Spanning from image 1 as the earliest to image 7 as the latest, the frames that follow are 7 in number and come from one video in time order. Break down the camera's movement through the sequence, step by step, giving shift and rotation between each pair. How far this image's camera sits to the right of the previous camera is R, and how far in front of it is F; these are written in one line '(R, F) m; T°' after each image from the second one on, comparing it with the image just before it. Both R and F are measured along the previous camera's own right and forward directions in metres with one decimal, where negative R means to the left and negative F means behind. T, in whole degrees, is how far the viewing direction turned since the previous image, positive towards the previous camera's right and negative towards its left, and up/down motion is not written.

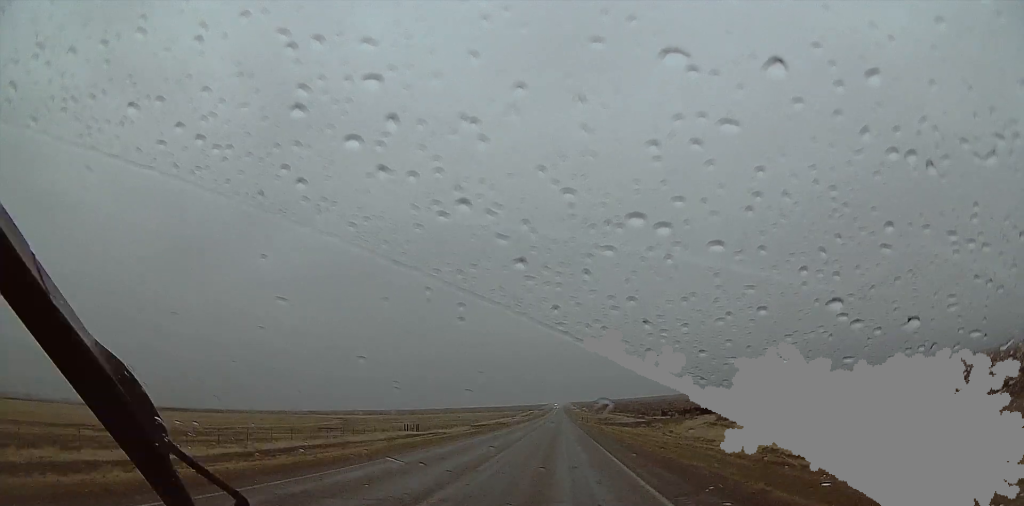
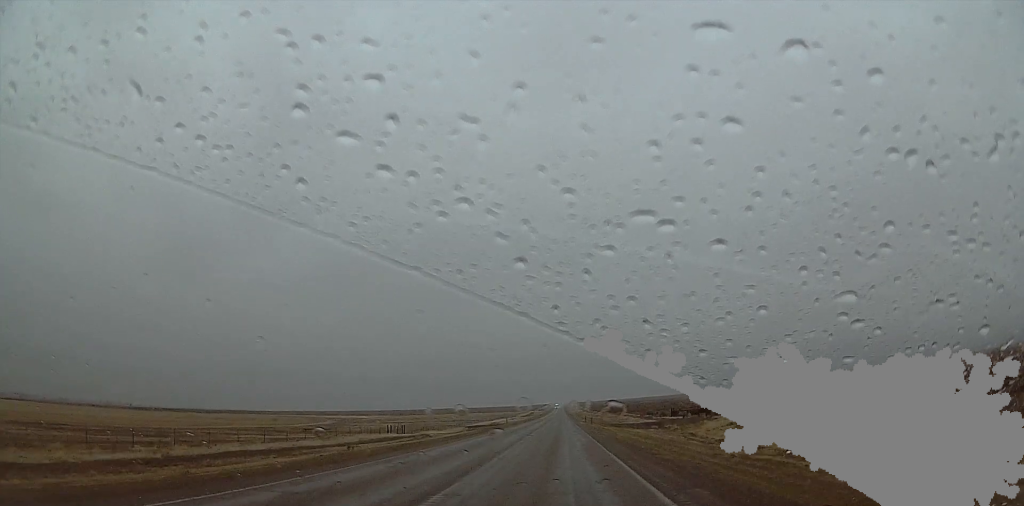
(-0.1, +11.4) m; +1°
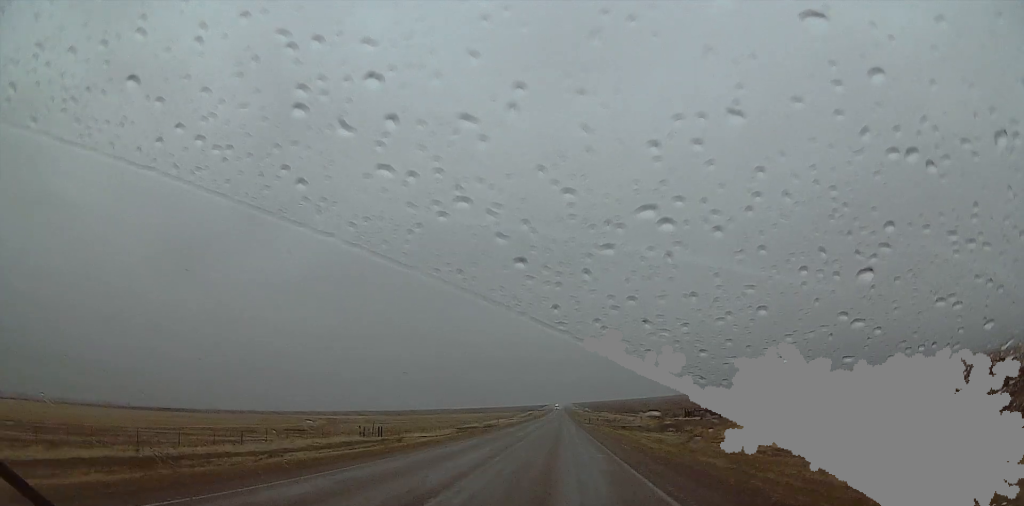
(+0.1, +14.0) m; +1°
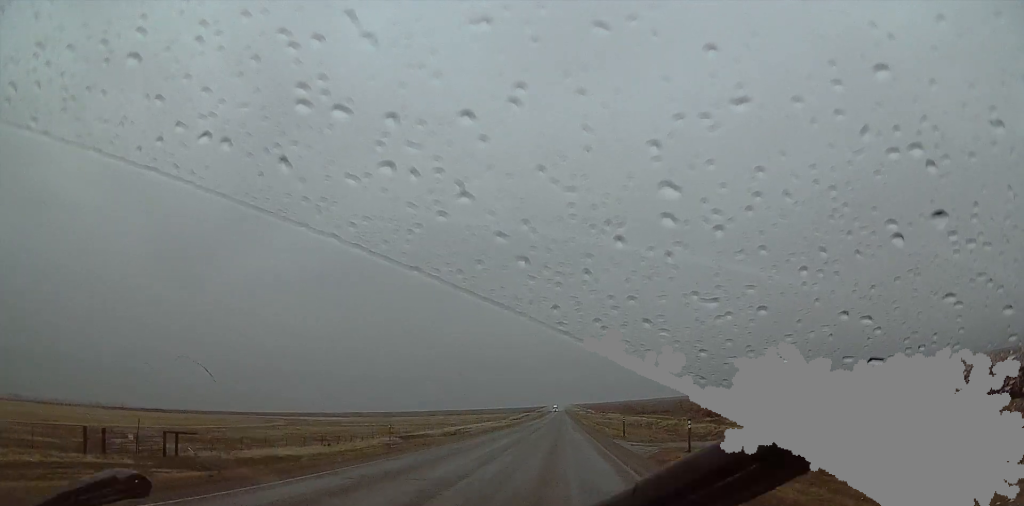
(+0.6, +52.7) m; -1°
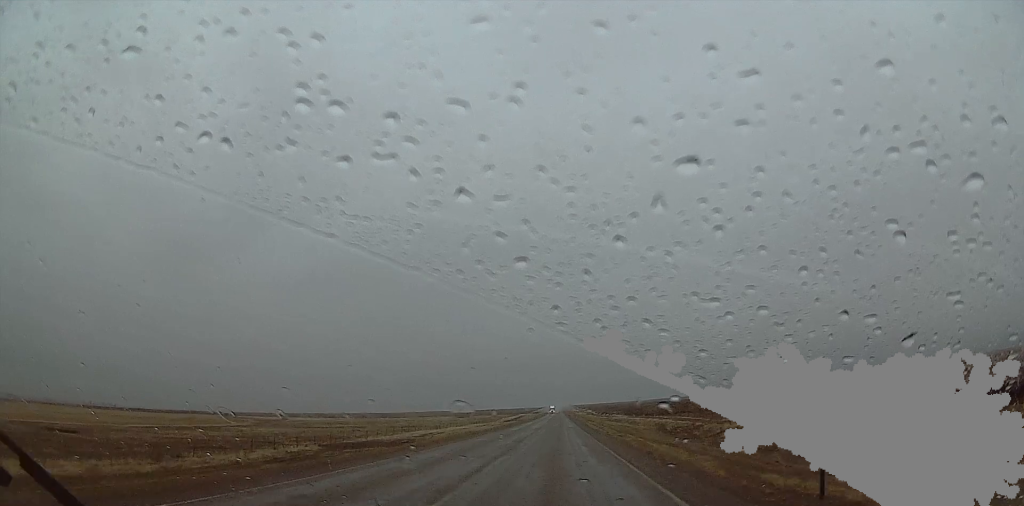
(-0.5, +31.7) m; 0°
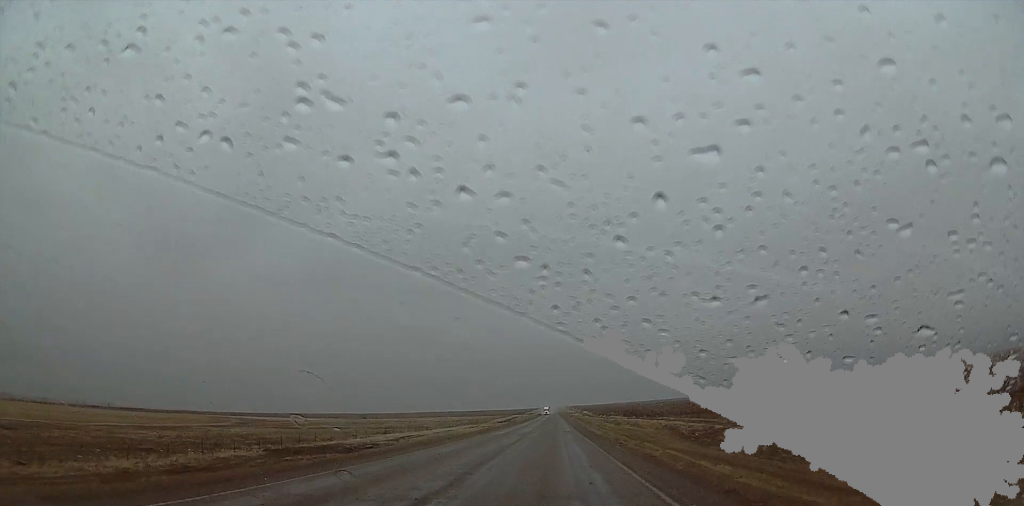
(-0.1, +12.3) m; +1°
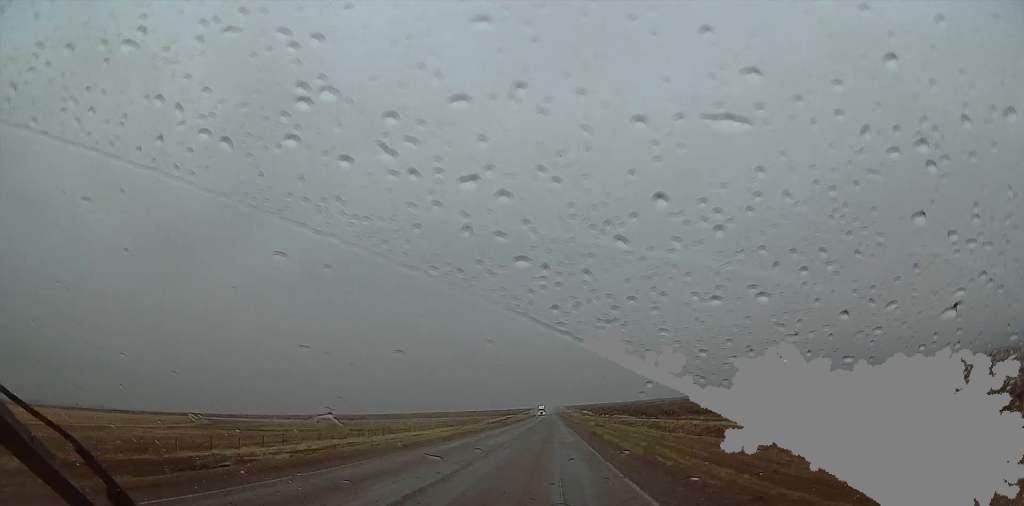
(+0.5, +27.4) m; -1°
